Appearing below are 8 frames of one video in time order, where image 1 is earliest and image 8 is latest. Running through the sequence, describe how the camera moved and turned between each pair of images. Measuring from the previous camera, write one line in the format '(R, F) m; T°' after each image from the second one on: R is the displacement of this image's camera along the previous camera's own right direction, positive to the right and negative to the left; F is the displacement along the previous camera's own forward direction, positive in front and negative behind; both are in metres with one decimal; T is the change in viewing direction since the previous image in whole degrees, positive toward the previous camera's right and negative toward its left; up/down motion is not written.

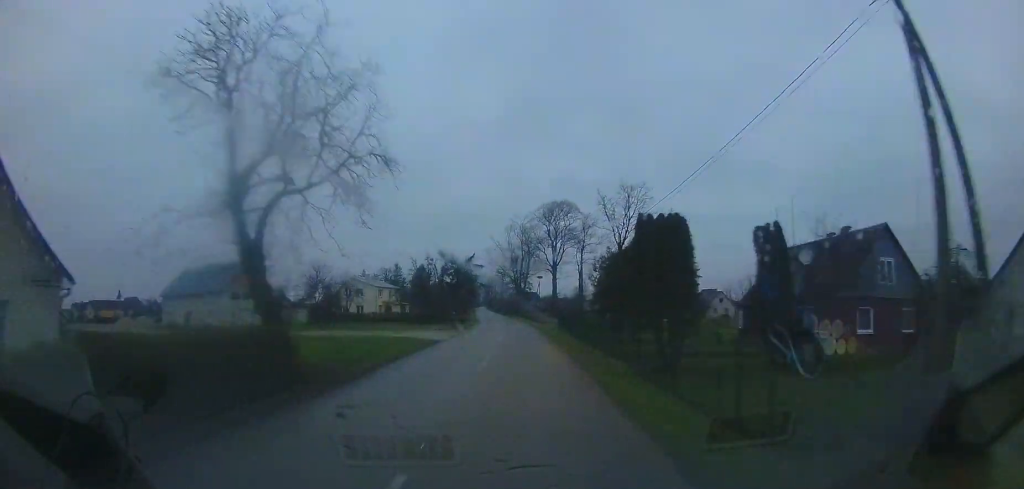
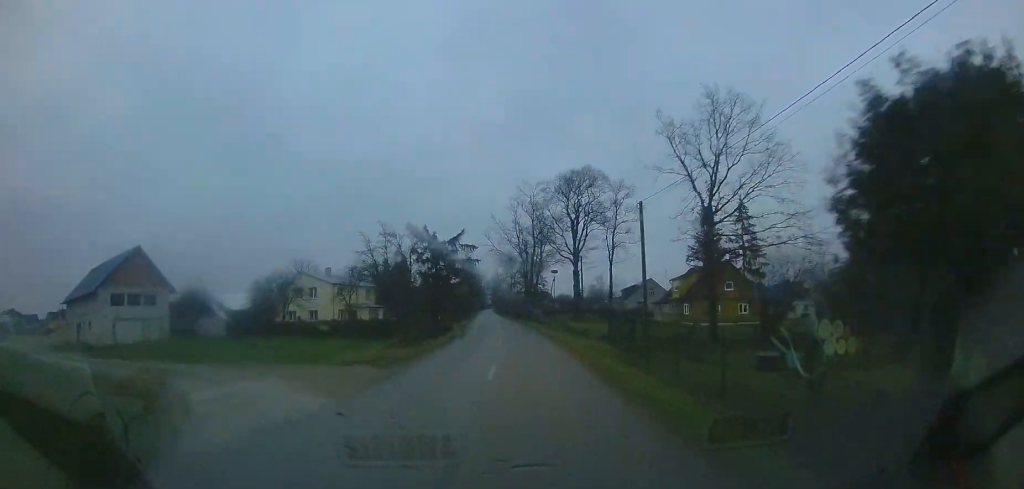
(-0.2, +16.6) m; -1°
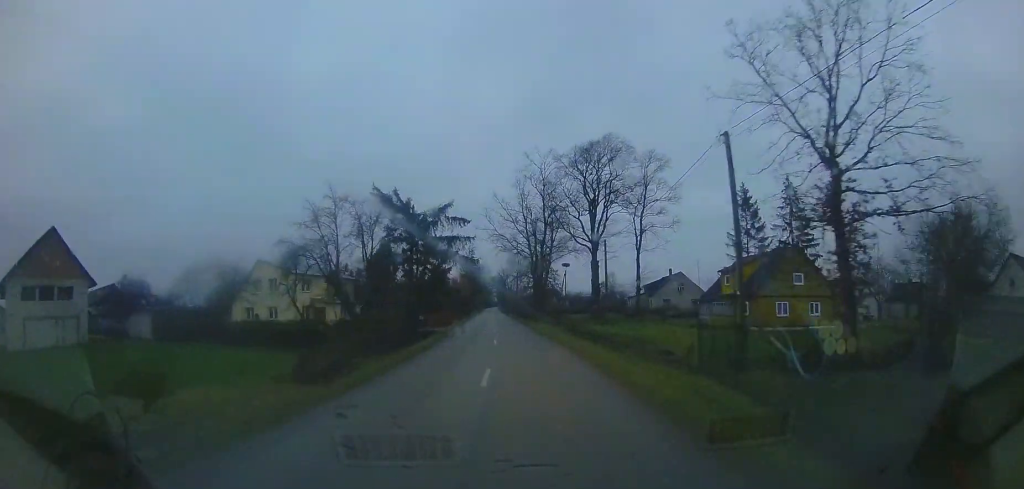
(0.0, +8.9) m; 0°
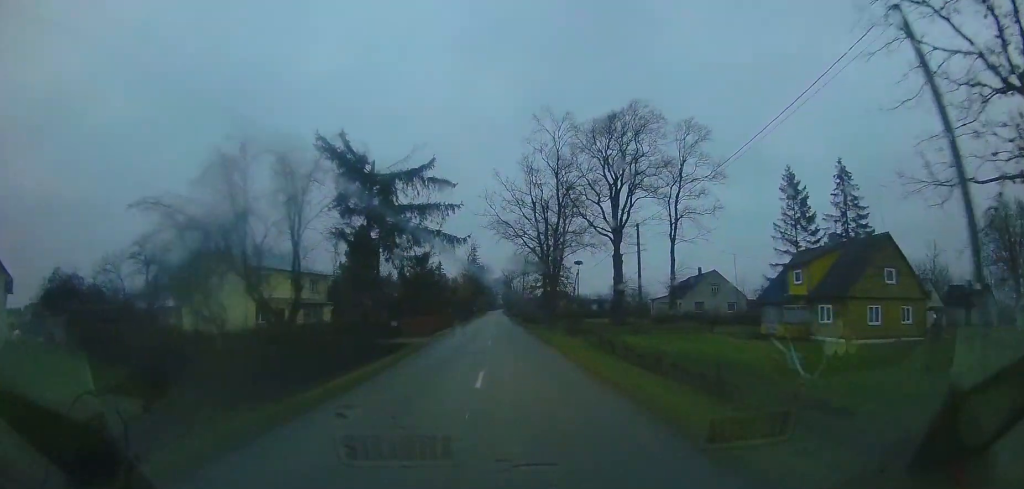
(-0.1, +7.8) m; -1°
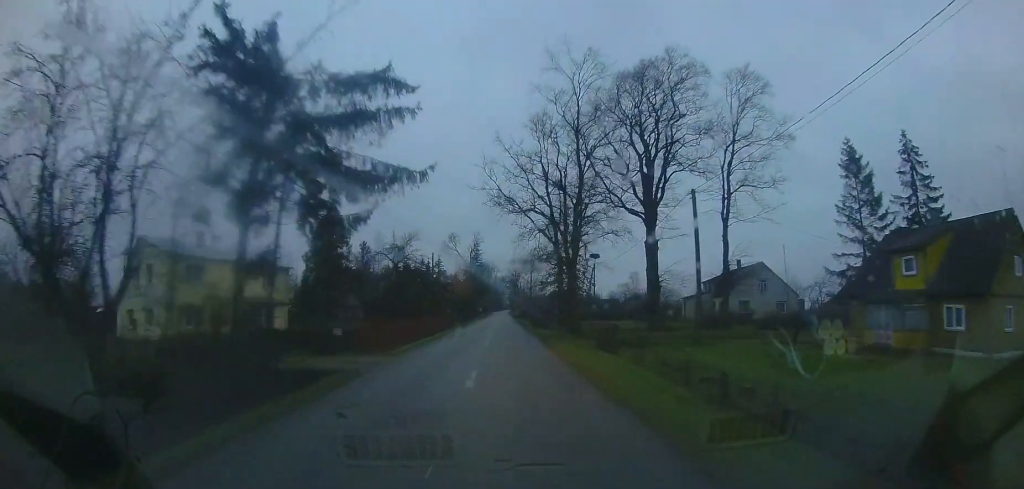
(0.0, +7.8) m; -1°
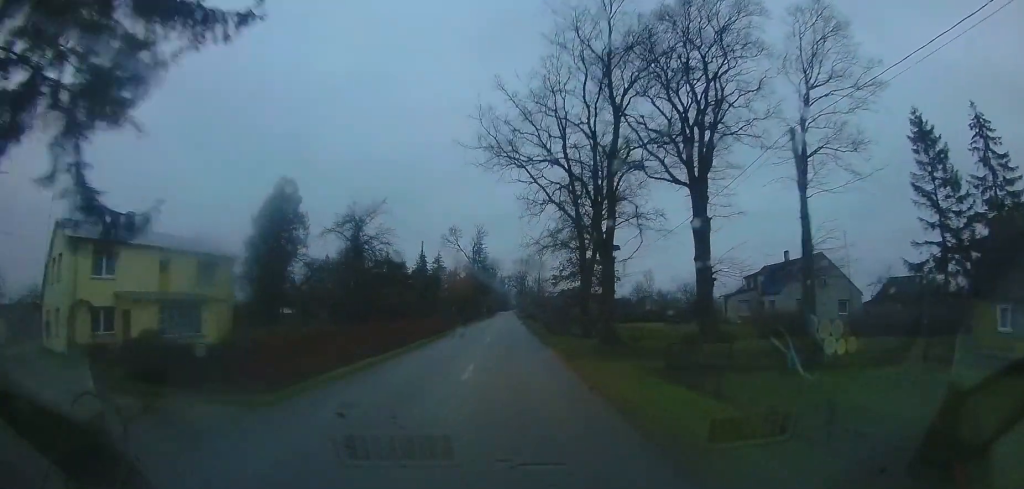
(-0.1, +7.3) m; -1°
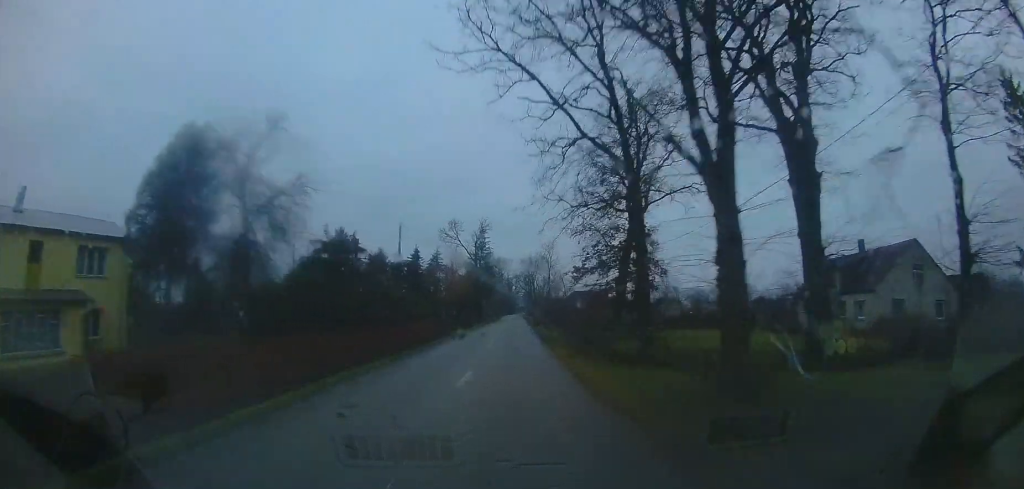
(0.0, +8.5) m; -1°
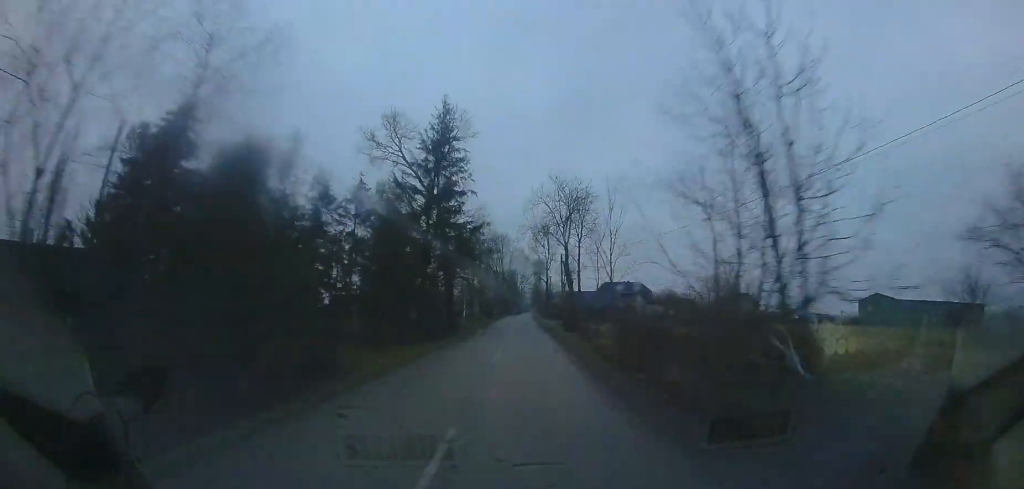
(-1.1, +36.3) m; -3°
